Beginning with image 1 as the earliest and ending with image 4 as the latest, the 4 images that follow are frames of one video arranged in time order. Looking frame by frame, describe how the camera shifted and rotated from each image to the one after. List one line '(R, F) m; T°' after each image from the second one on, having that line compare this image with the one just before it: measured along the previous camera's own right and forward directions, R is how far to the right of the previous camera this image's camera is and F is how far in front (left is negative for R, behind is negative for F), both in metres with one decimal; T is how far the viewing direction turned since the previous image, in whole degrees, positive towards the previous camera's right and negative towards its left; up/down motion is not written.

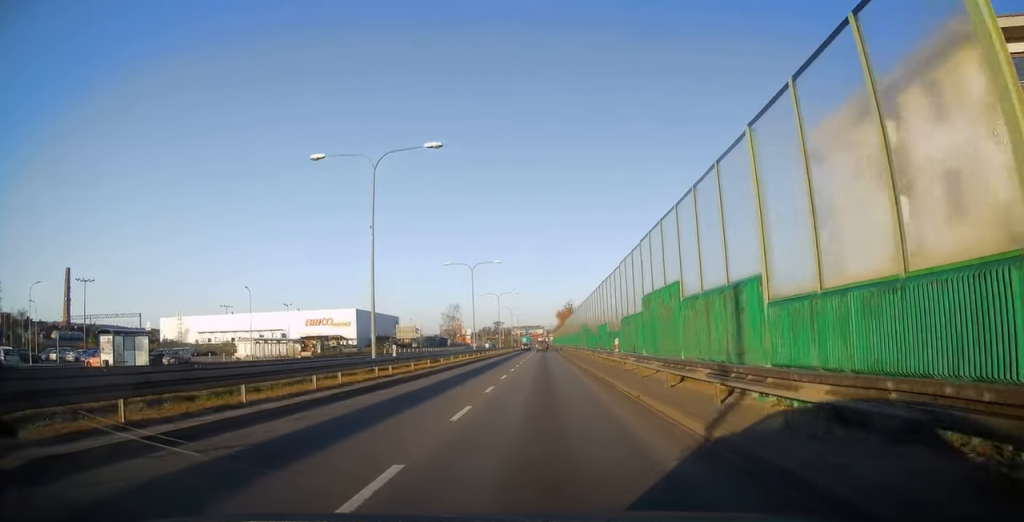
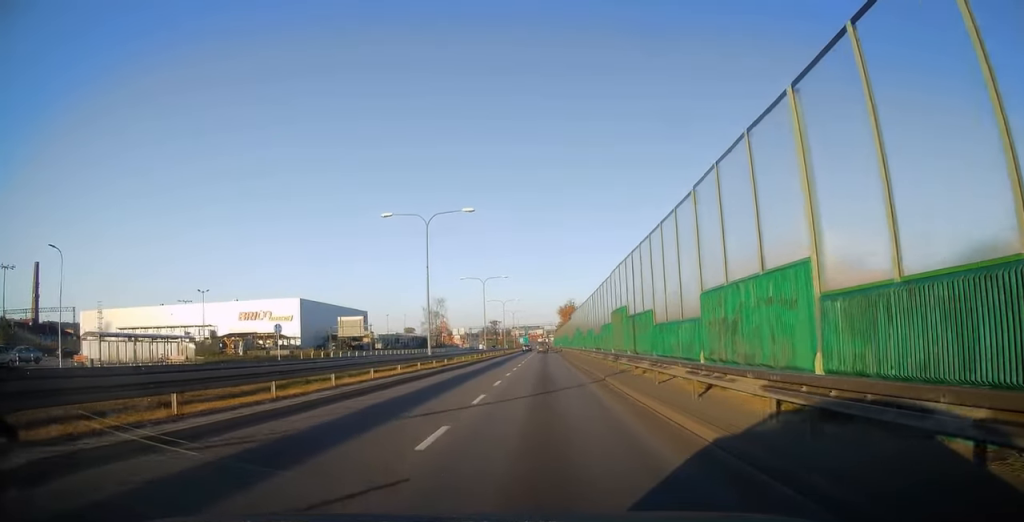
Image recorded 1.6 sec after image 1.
(-0.7, +26.6) m; -1°
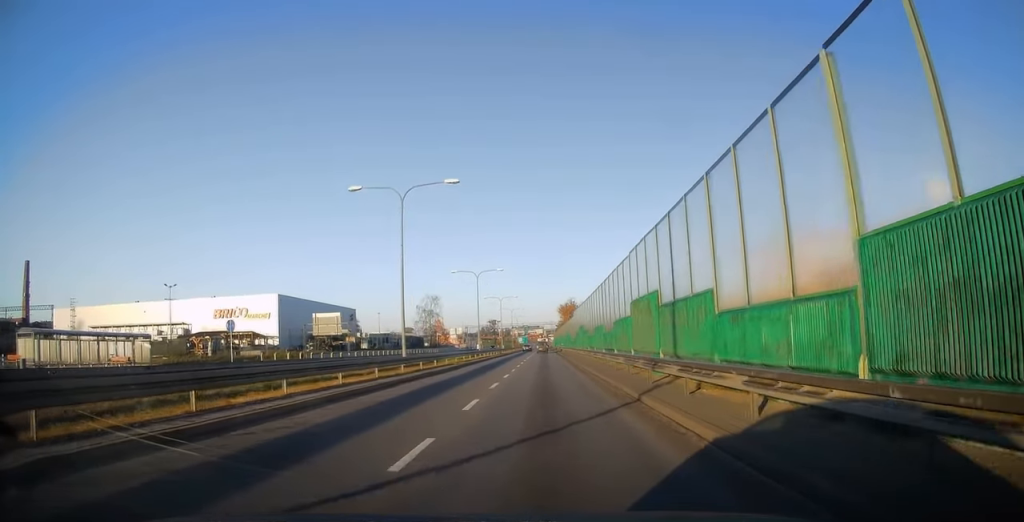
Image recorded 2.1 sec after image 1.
(-0.1, +7.4) m; +1°
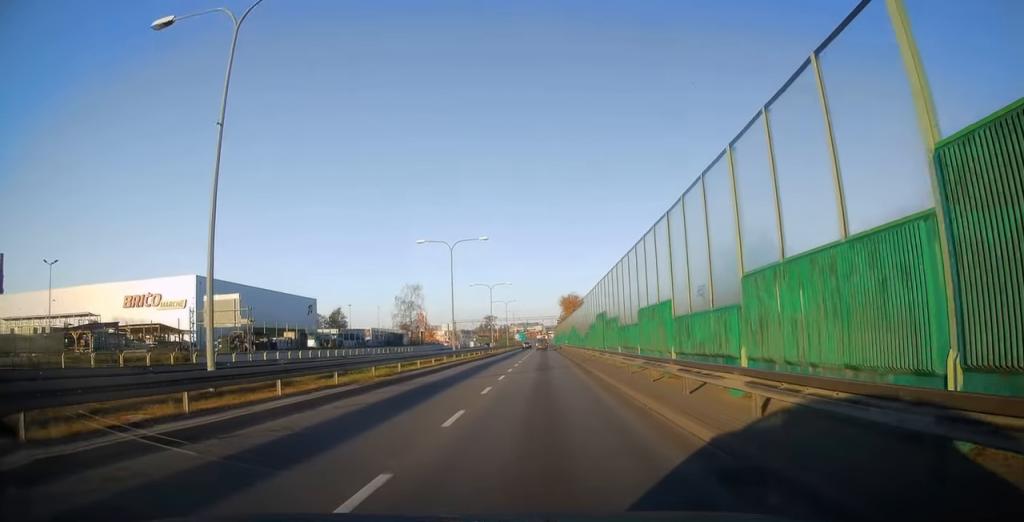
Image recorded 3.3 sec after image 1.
(+0.4, +20.2) m; 0°
